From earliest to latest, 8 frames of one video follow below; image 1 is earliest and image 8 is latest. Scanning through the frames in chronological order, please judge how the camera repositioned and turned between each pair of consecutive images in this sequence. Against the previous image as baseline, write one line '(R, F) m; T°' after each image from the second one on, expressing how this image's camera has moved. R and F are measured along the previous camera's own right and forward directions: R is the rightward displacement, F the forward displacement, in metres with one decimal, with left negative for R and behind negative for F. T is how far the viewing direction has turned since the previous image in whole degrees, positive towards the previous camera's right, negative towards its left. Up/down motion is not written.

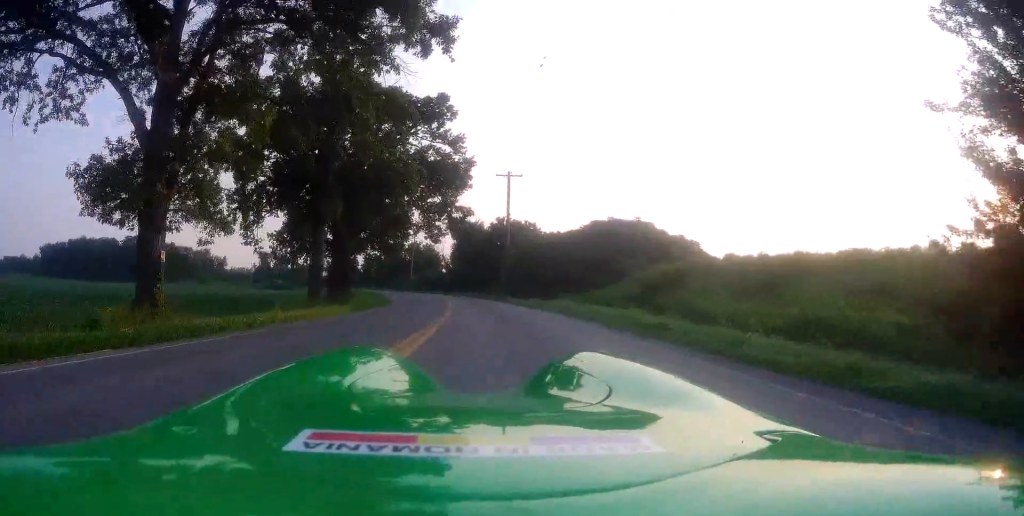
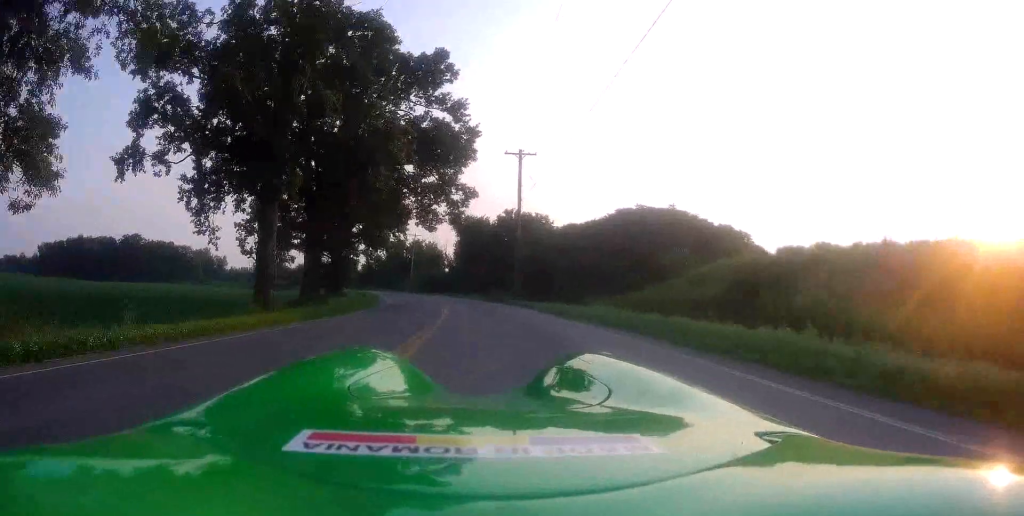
(-0.2, +8.4) m; -1°
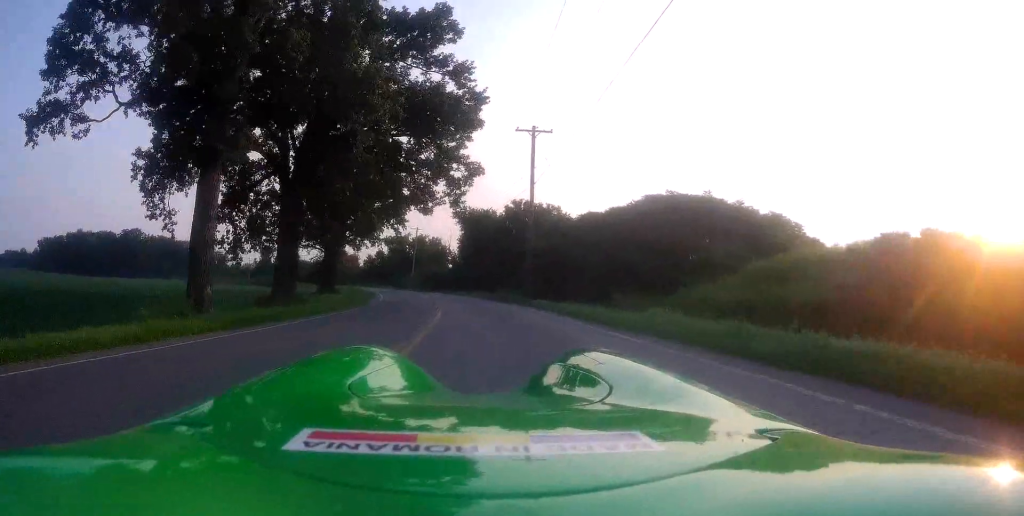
(0.0, +6.3) m; -1°
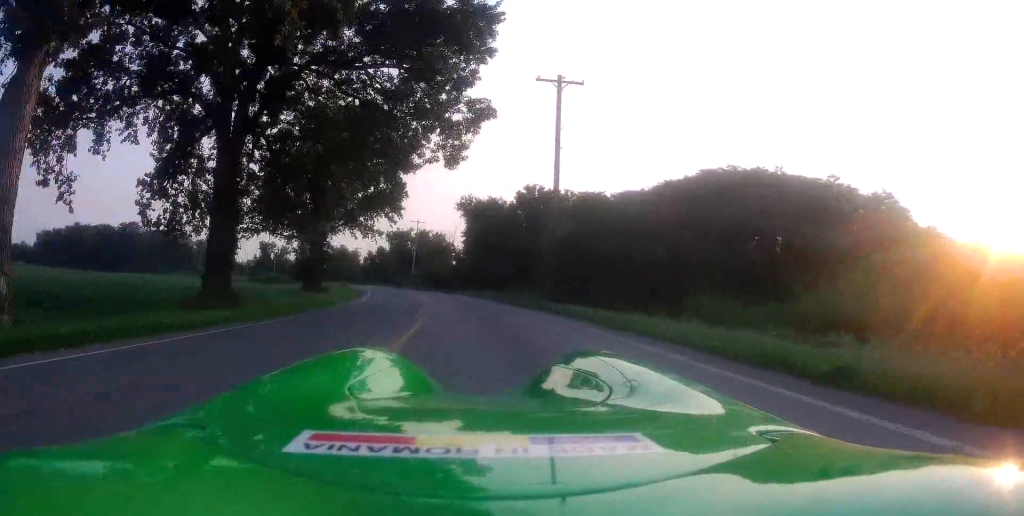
(-0.1, +9.0) m; -2°
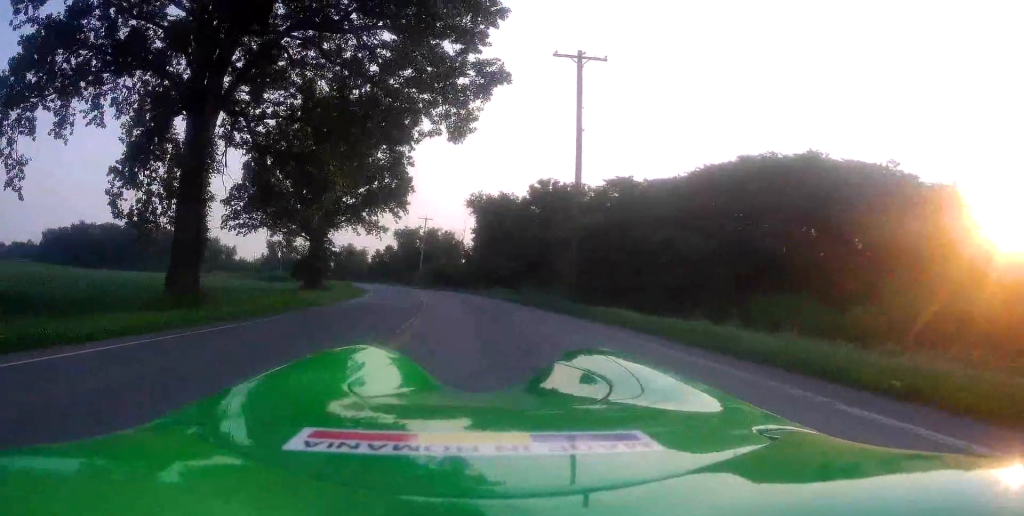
(-0.1, +3.8) m; -1°
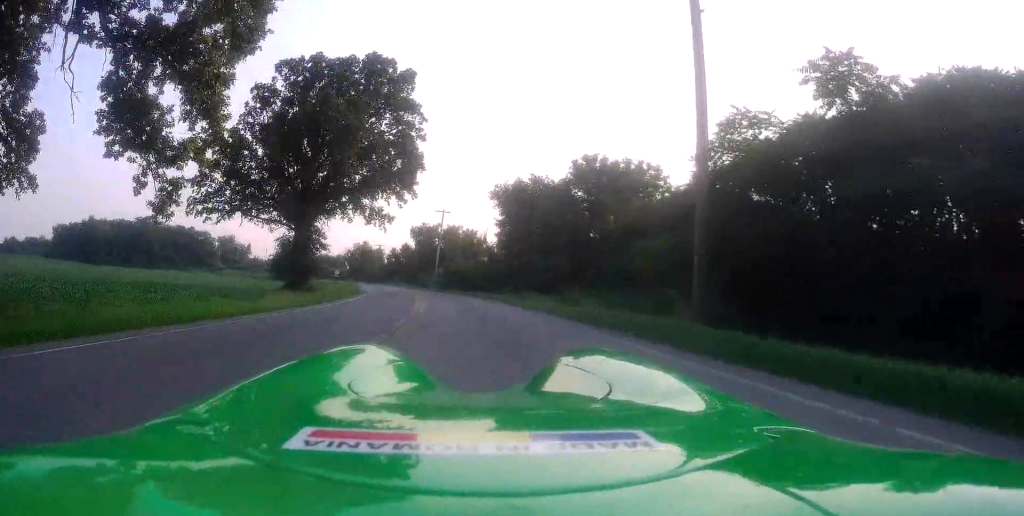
(0.0, +11.7) m; 0°
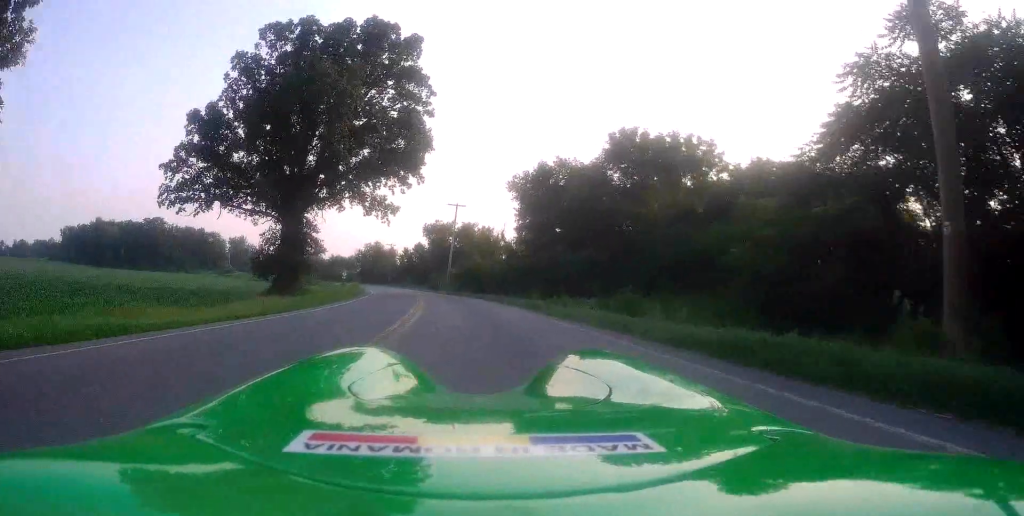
(0.0, +7.0) m; -1°
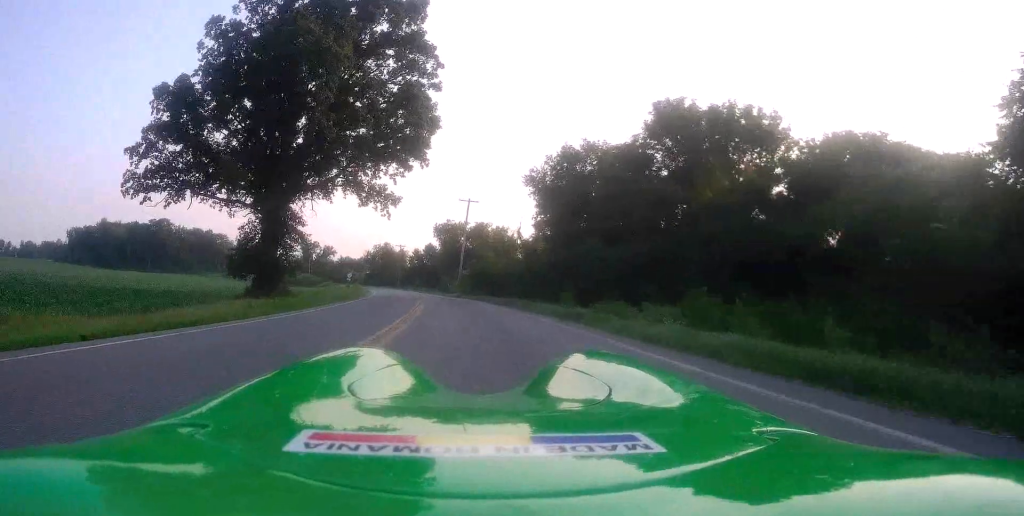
(0.0, +6.3) m; -2°
